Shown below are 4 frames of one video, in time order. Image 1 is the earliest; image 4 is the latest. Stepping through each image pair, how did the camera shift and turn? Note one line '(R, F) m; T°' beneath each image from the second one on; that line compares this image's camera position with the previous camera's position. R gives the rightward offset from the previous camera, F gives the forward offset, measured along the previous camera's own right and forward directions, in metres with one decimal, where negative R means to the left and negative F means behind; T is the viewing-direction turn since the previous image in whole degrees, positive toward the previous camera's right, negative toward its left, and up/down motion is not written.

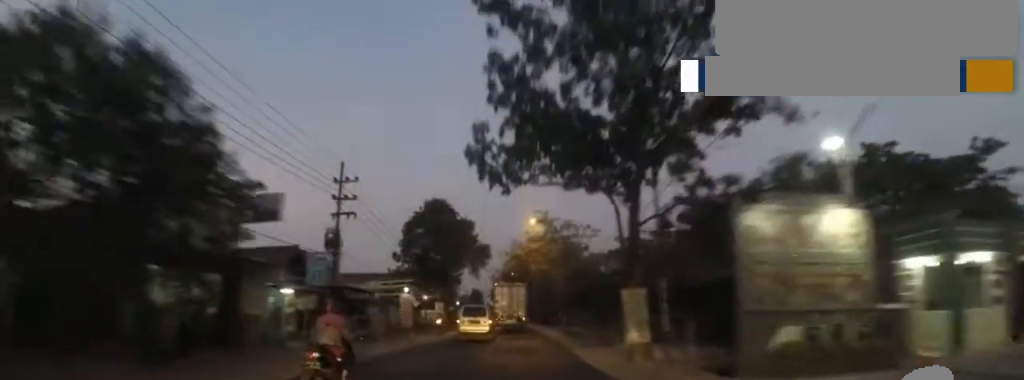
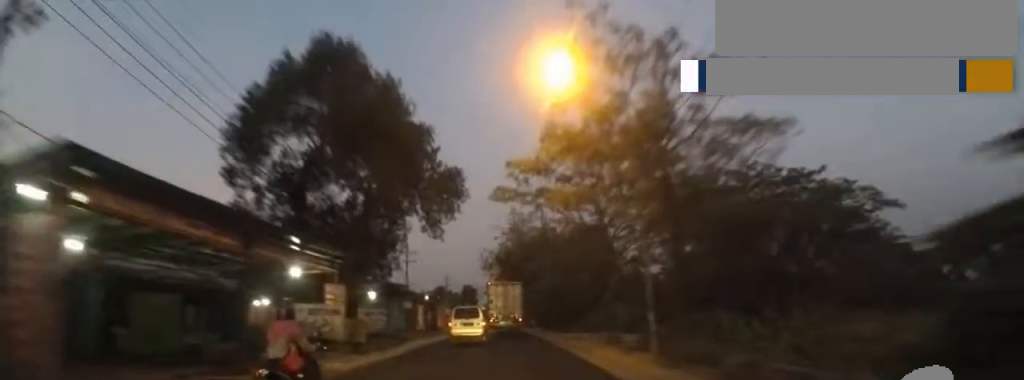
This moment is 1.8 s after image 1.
(+0.1, +24.2) m; 0°
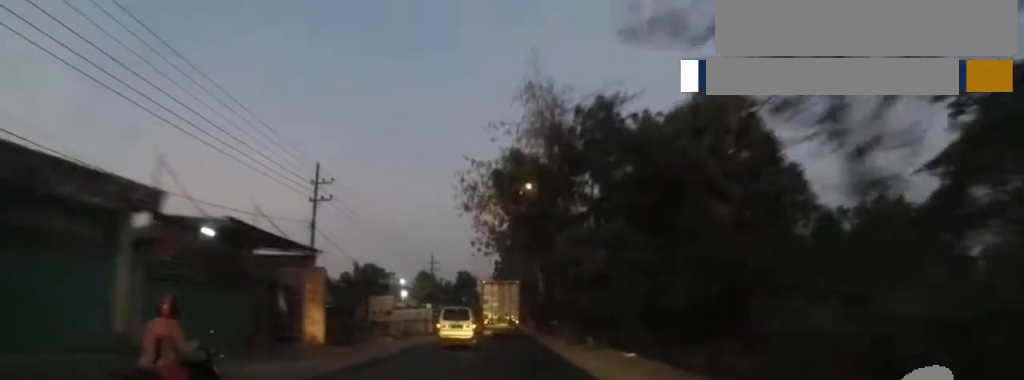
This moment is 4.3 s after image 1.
(+0.5, +33.0) m; +1°
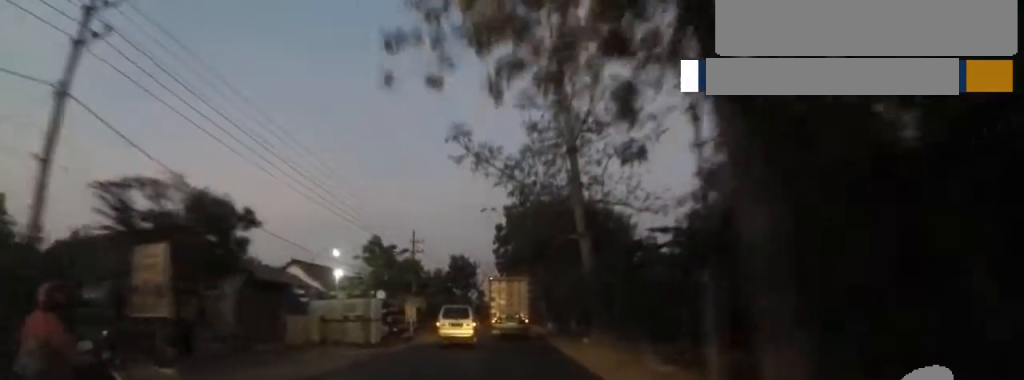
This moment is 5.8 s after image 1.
(-0.6, +20.3) m; -6°
